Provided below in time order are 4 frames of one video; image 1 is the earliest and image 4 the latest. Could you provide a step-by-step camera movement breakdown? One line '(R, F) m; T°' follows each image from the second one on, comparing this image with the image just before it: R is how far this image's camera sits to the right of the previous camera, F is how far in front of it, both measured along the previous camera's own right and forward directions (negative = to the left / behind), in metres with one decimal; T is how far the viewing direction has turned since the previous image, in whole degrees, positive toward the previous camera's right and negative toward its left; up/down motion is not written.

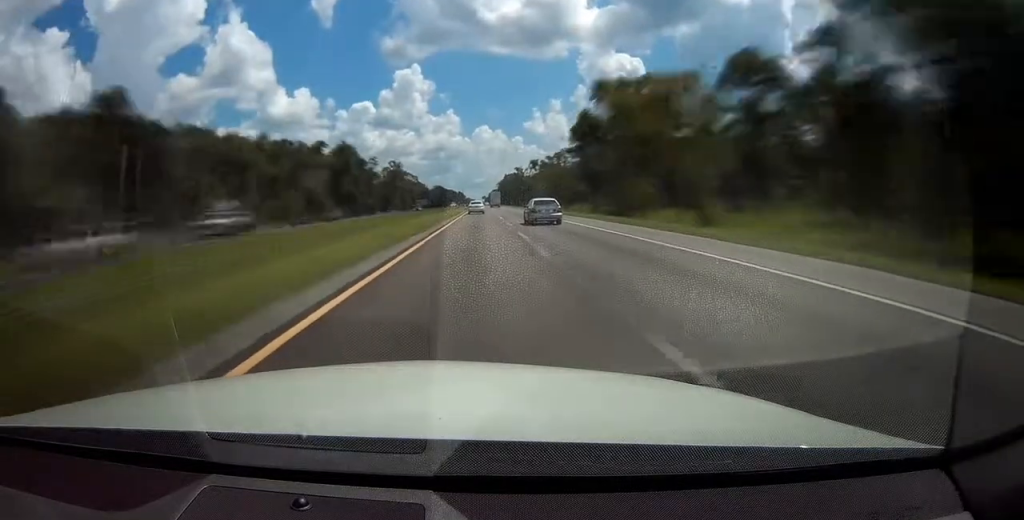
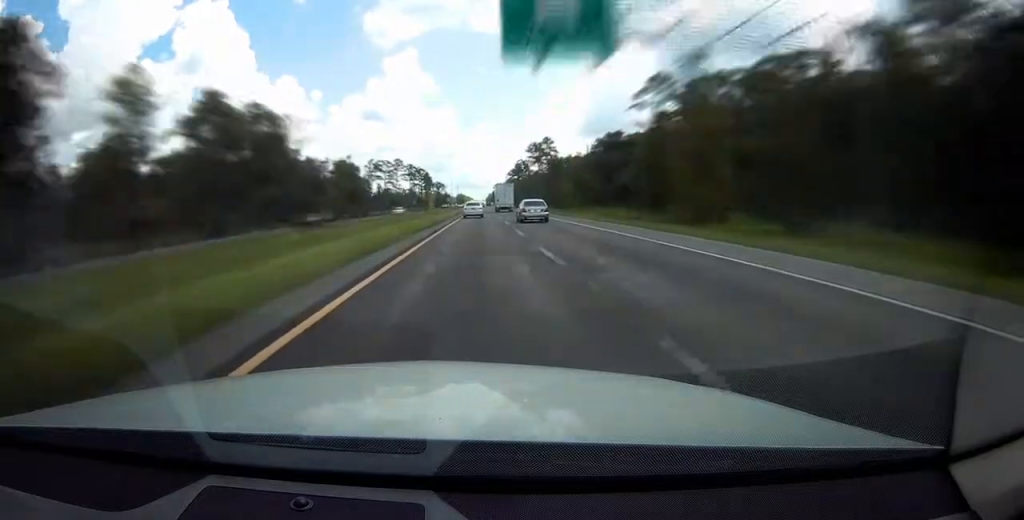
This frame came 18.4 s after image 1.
(-1.8, +646.0) m; 0°
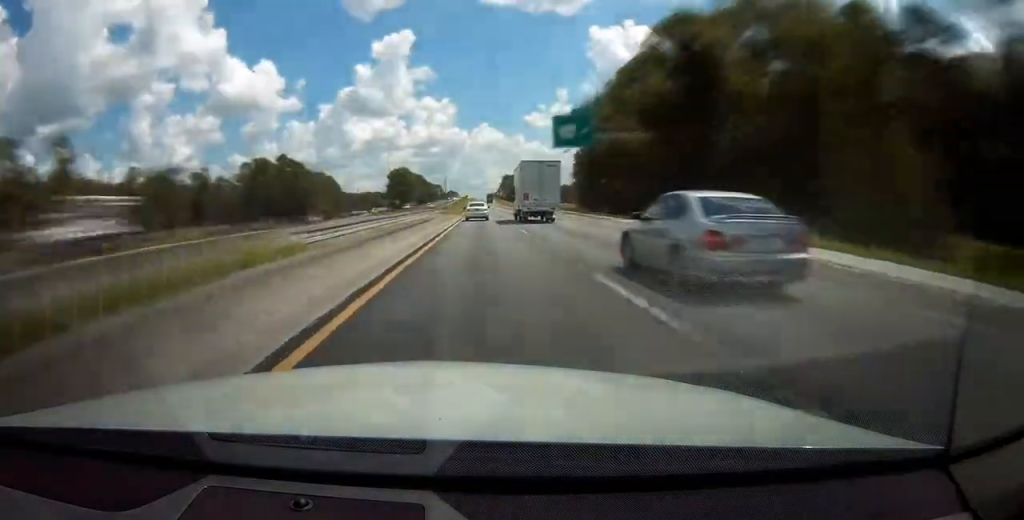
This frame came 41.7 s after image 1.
(+2.5, +771.9) m; +1°
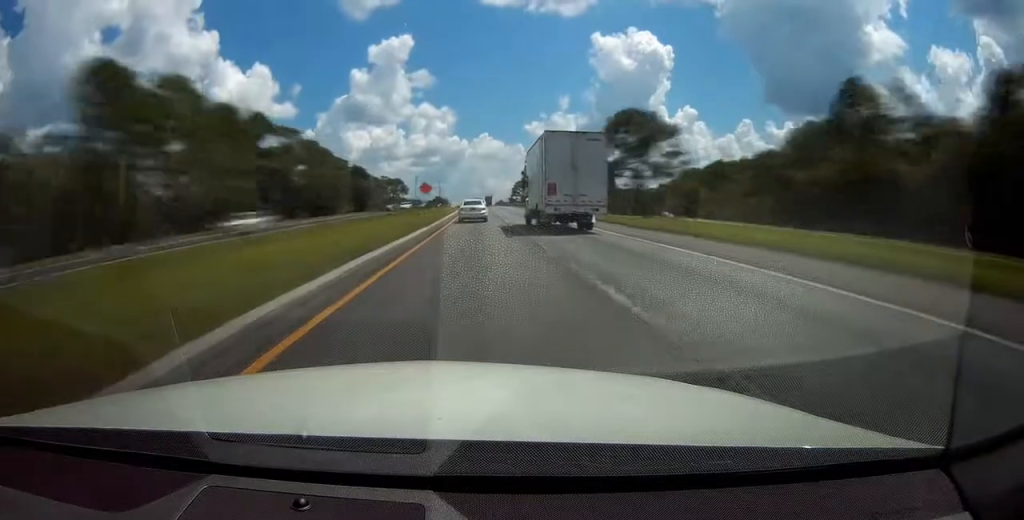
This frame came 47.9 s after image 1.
(0.0, +192.4) m; 0°
